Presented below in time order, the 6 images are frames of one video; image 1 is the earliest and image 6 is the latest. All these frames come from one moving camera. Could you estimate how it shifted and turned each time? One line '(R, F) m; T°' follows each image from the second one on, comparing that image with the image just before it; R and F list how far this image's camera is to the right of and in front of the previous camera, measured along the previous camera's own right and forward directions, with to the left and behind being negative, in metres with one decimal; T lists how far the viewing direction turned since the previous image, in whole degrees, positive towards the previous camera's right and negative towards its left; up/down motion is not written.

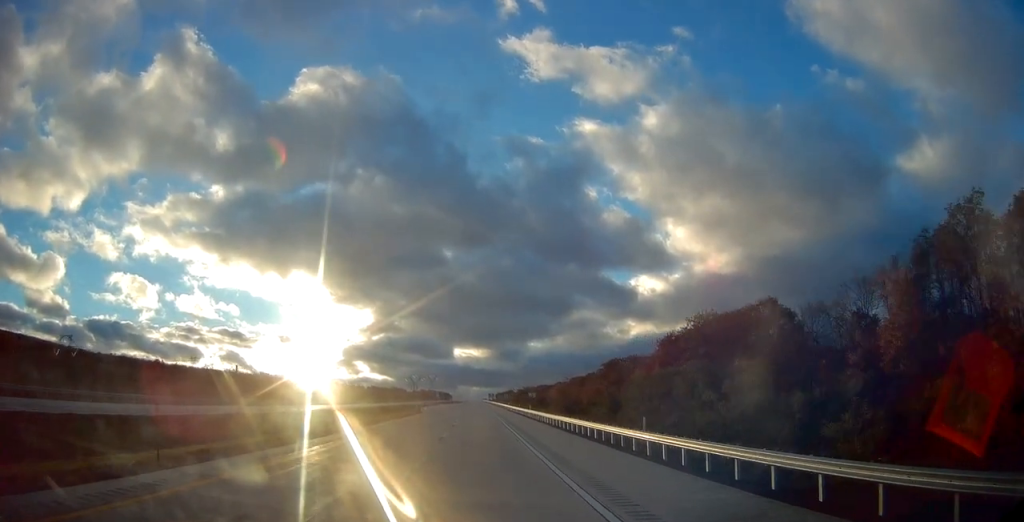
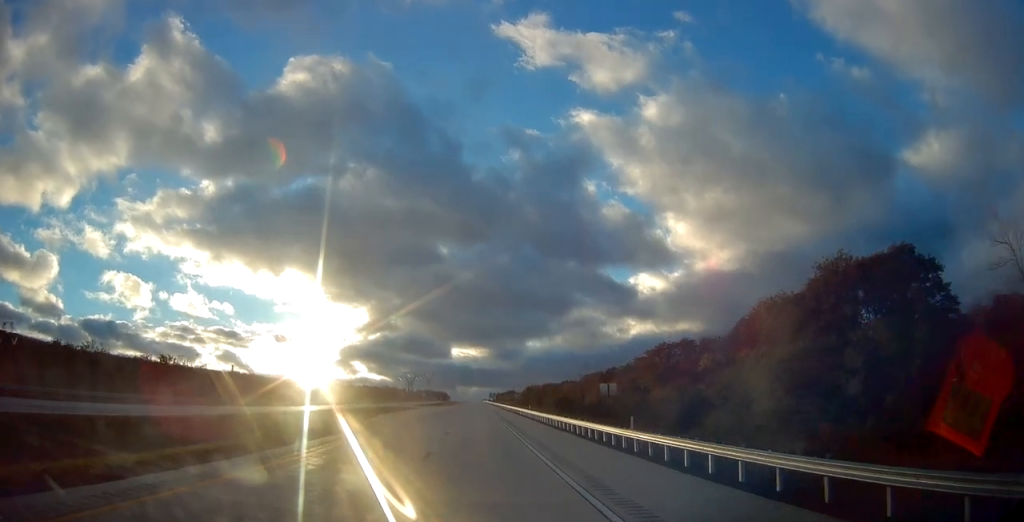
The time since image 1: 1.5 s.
(0.0, +43.7) m; 0°
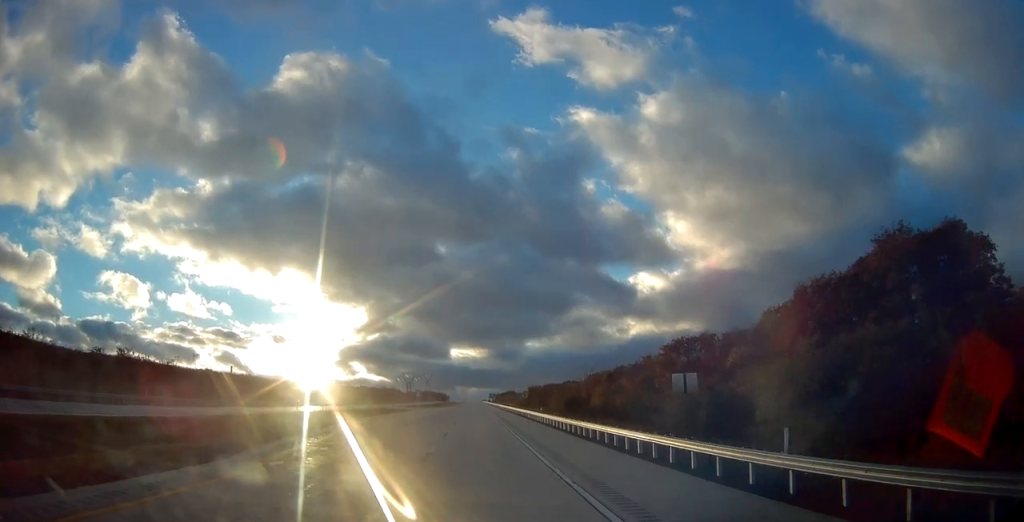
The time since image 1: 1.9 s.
(0.0, +12.0) m; 0°
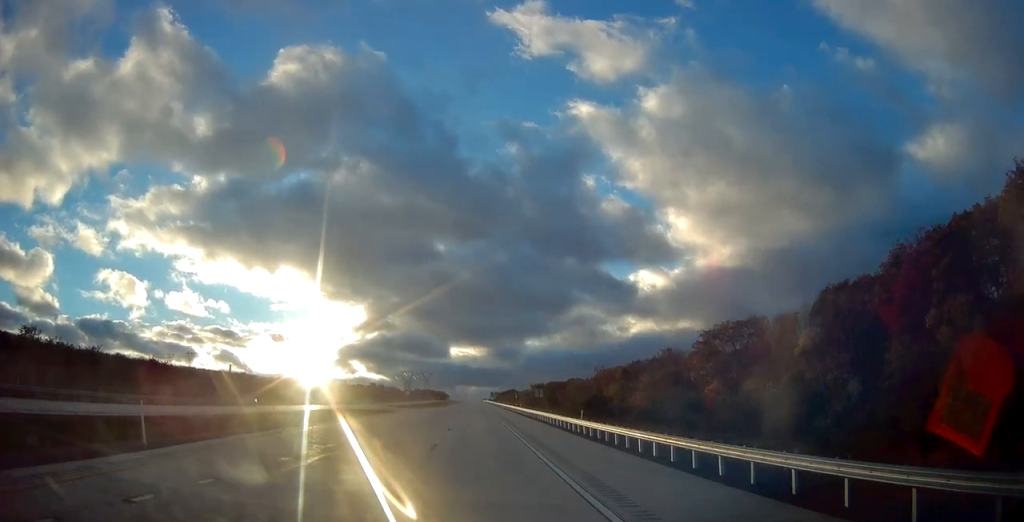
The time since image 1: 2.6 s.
(0.0, +21.0) m; 0°
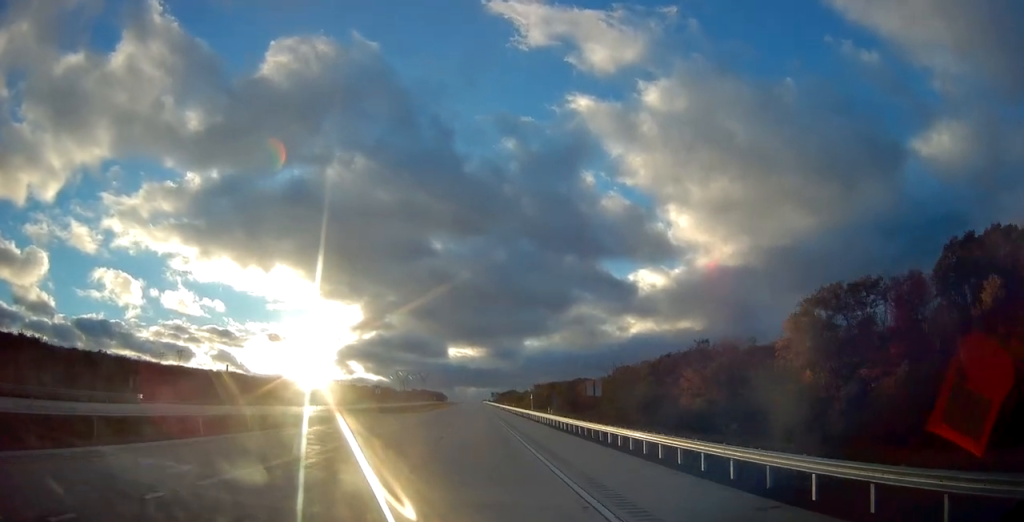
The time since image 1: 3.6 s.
(0.0, +31.2) m; 0°
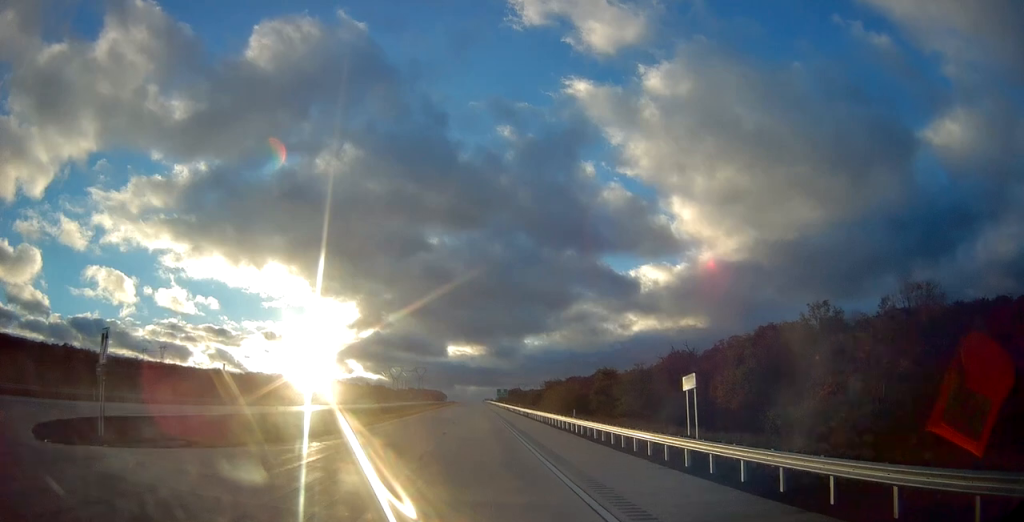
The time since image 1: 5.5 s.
(+0.5, +57.5) m; 0°
